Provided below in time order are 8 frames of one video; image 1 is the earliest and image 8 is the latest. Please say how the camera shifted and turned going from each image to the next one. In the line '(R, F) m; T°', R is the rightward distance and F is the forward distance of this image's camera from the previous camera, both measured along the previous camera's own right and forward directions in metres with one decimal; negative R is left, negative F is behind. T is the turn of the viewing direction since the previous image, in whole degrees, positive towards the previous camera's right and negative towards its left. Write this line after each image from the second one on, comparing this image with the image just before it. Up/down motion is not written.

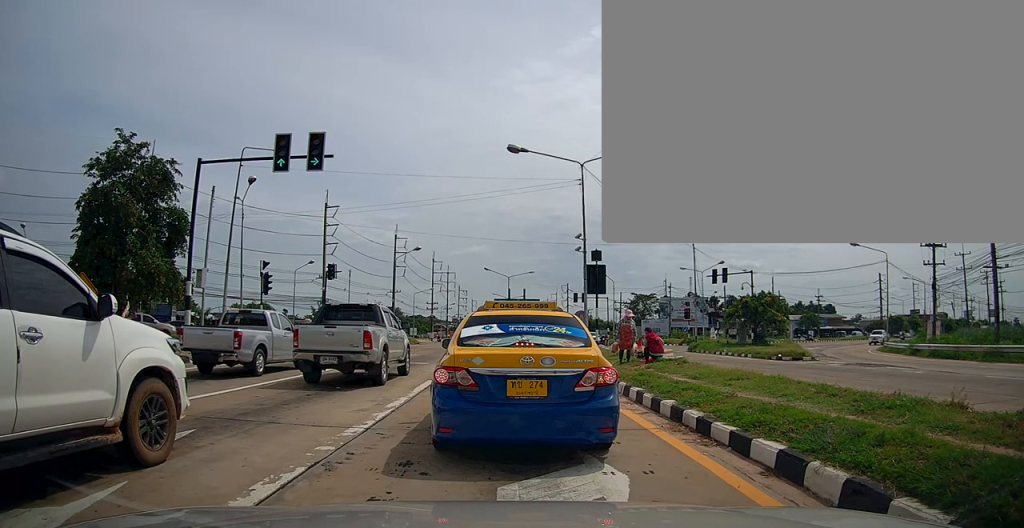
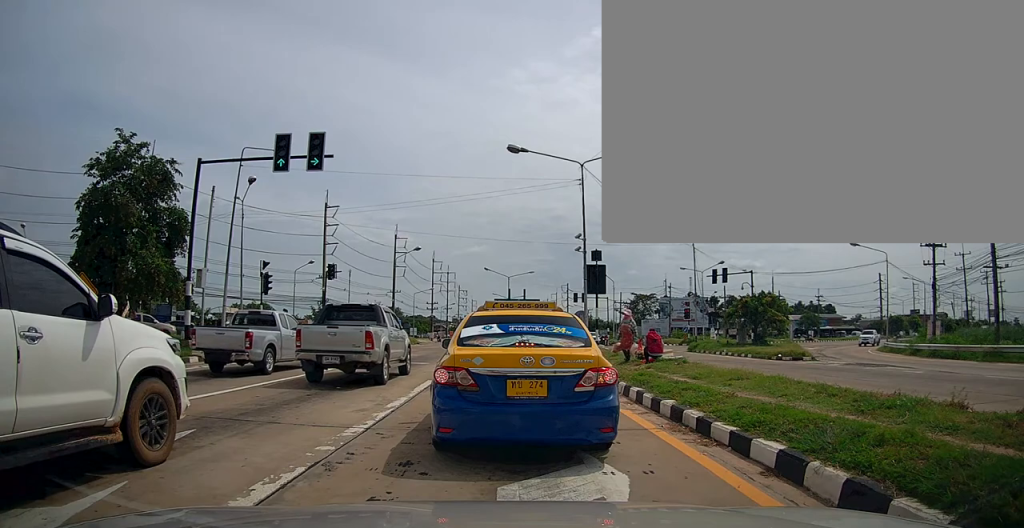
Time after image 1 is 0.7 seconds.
(0.0, 0.0) m; 0°
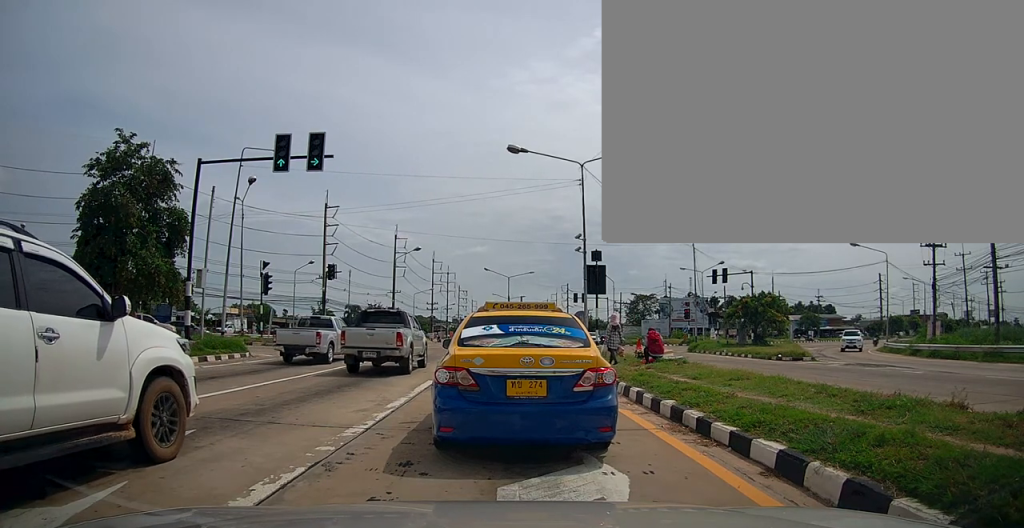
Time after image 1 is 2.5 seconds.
(0.0, 0.0) m; 0°
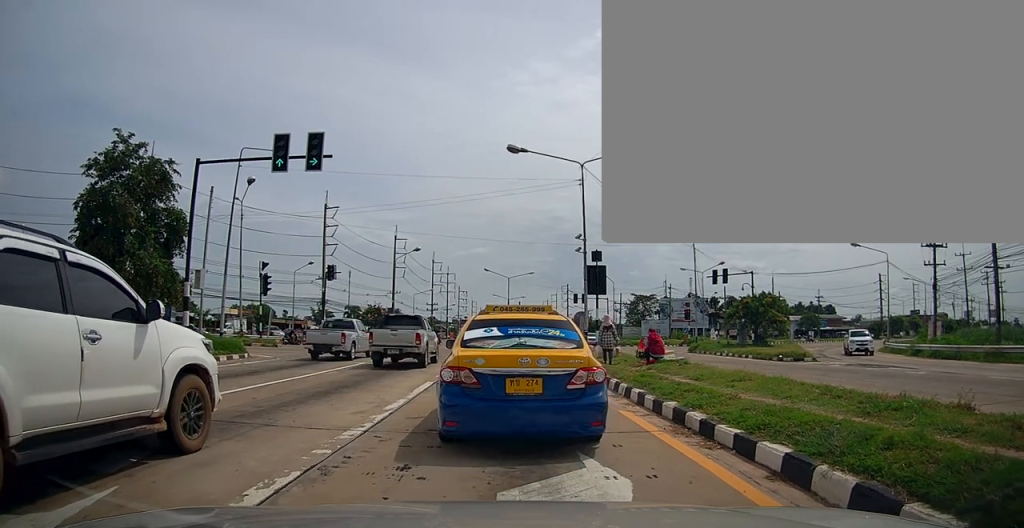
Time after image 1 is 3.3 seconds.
(0.0, 0.0) m; 0°
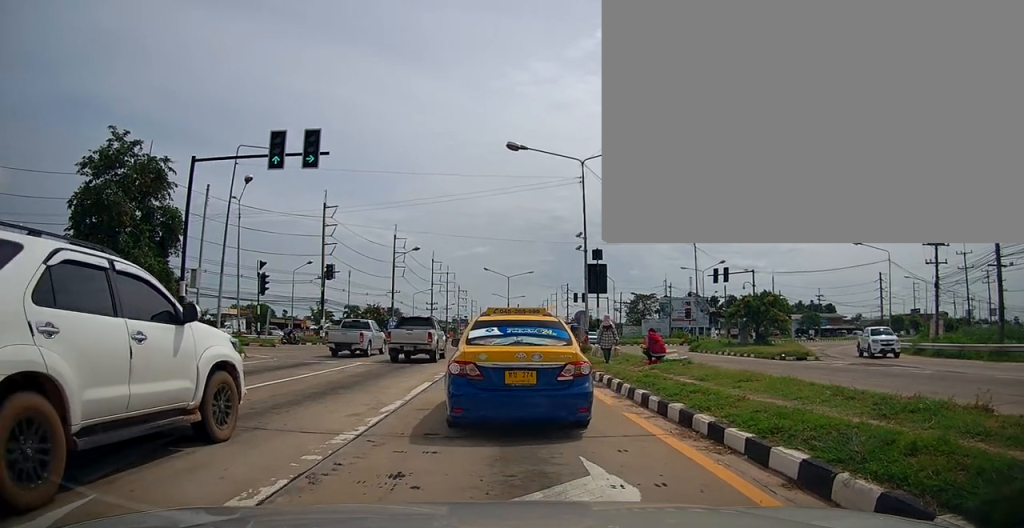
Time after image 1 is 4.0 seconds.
(0.0, +0.1) m; 0°
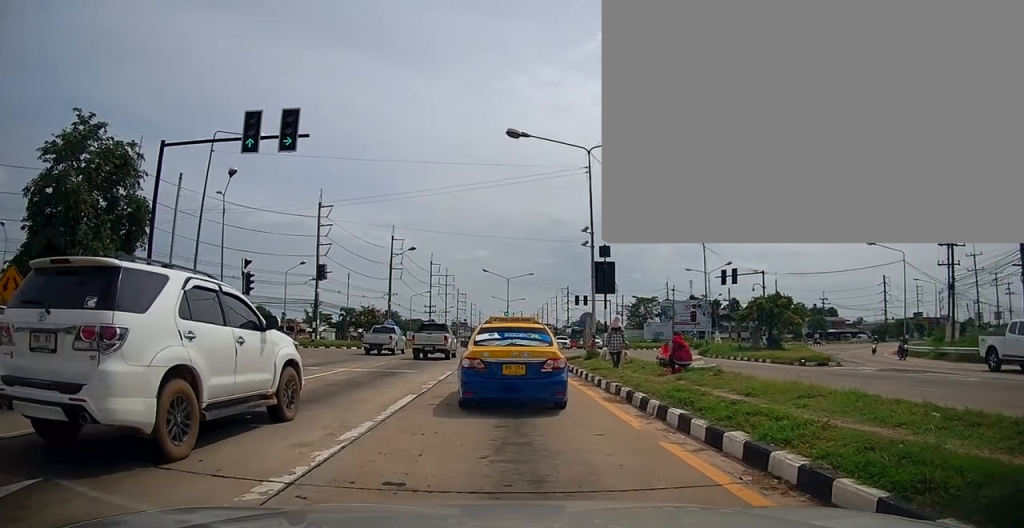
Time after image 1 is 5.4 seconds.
(-0.2, +1.0) m; +3°
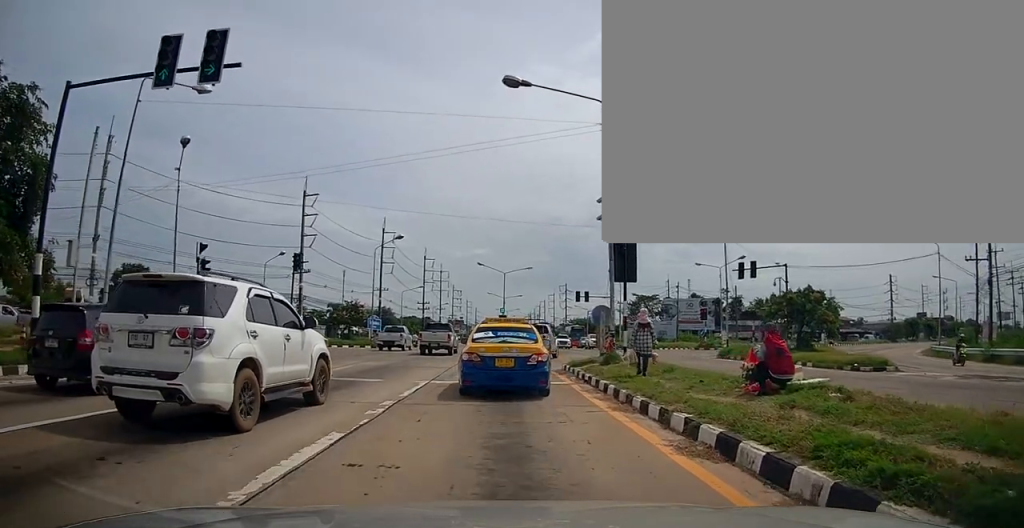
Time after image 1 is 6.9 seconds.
(+0.2, +3.6) m; -2°
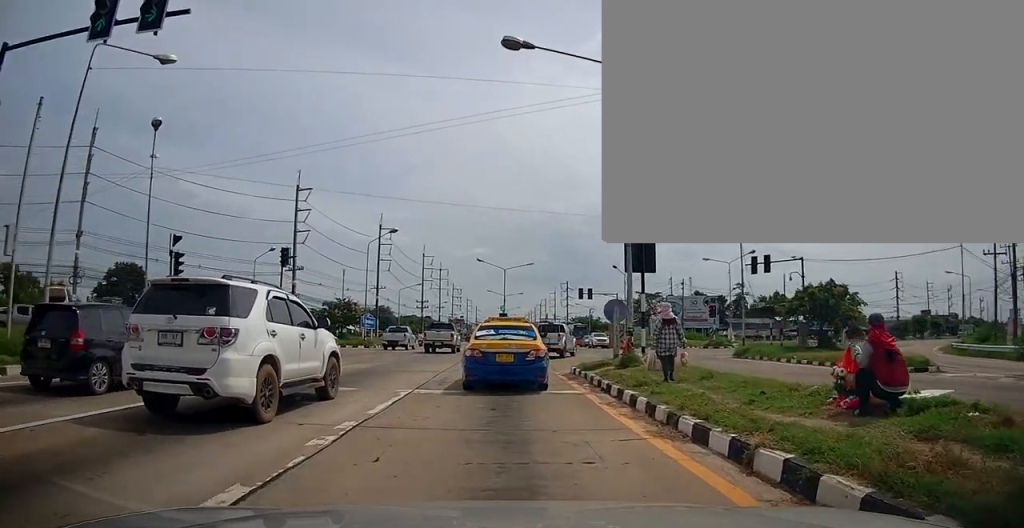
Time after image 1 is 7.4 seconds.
(0.0, +2.0) m; -4°
